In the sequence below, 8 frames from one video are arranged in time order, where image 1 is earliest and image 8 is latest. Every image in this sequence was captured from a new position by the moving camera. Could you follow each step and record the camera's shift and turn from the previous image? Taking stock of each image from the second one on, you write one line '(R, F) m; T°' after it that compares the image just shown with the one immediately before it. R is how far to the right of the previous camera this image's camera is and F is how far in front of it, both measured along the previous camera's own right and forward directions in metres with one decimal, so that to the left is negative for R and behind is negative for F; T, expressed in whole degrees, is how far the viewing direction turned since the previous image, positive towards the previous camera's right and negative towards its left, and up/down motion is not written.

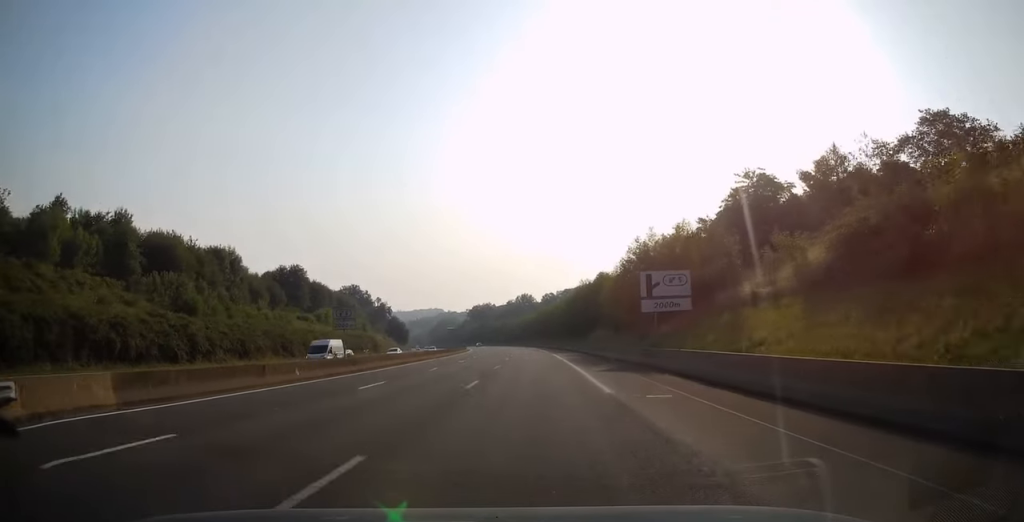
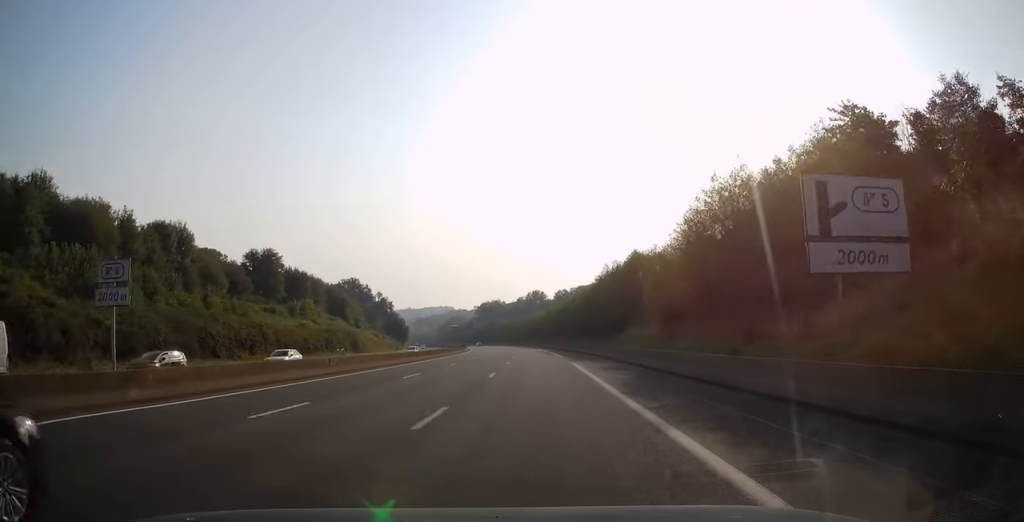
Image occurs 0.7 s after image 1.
(-0.2, +21.1) m; -1°
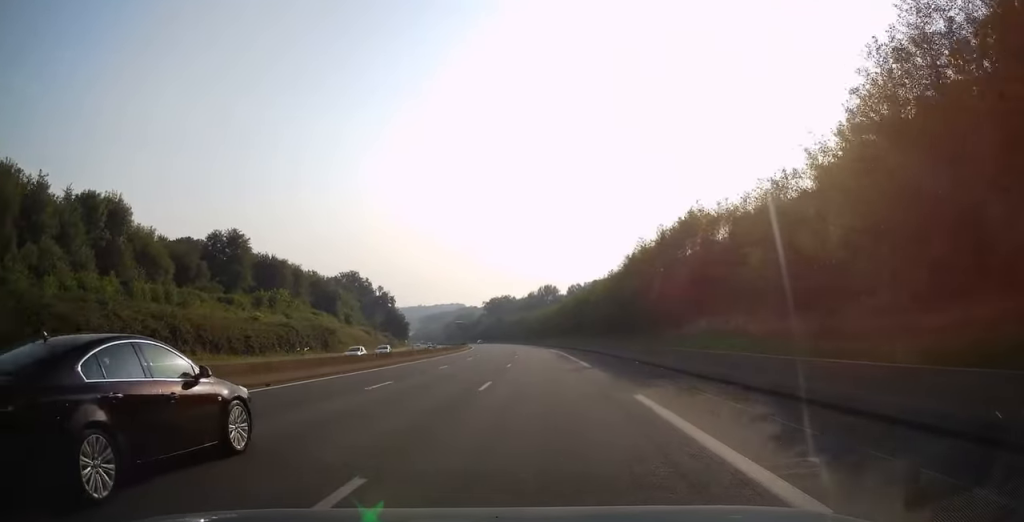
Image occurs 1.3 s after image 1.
(-0.1, +19.7) m; -1°
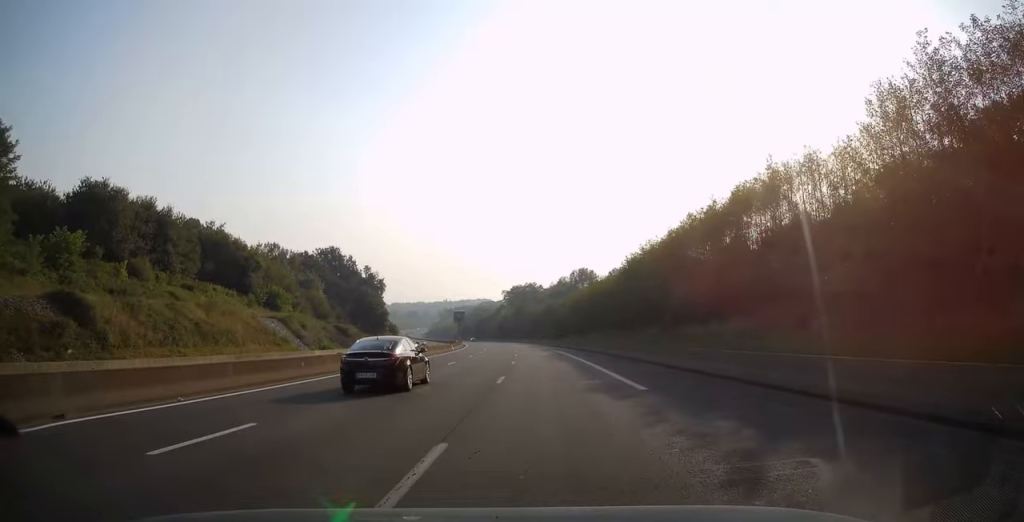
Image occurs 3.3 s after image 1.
(-1.0, +63.8) m; -2°
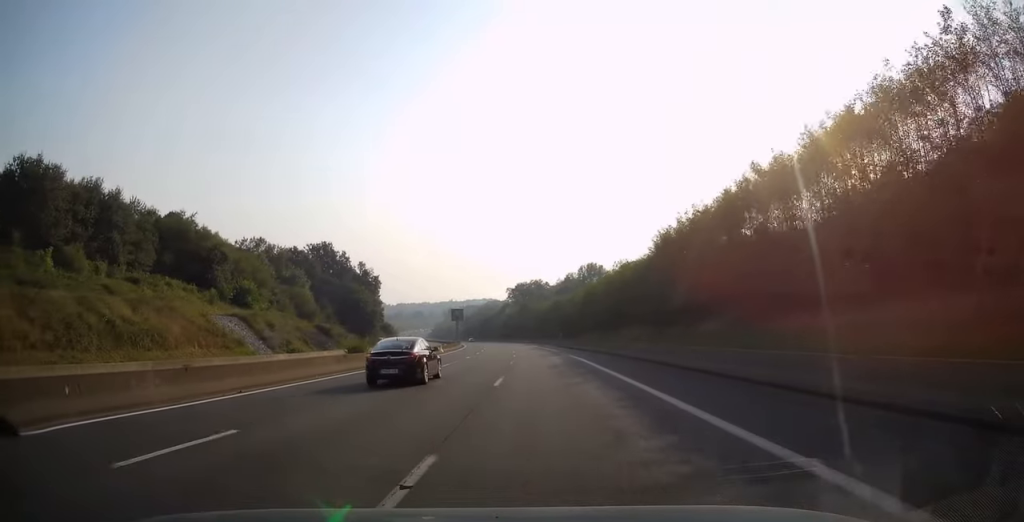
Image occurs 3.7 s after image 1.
(-0.2, +13.9) m; -1°
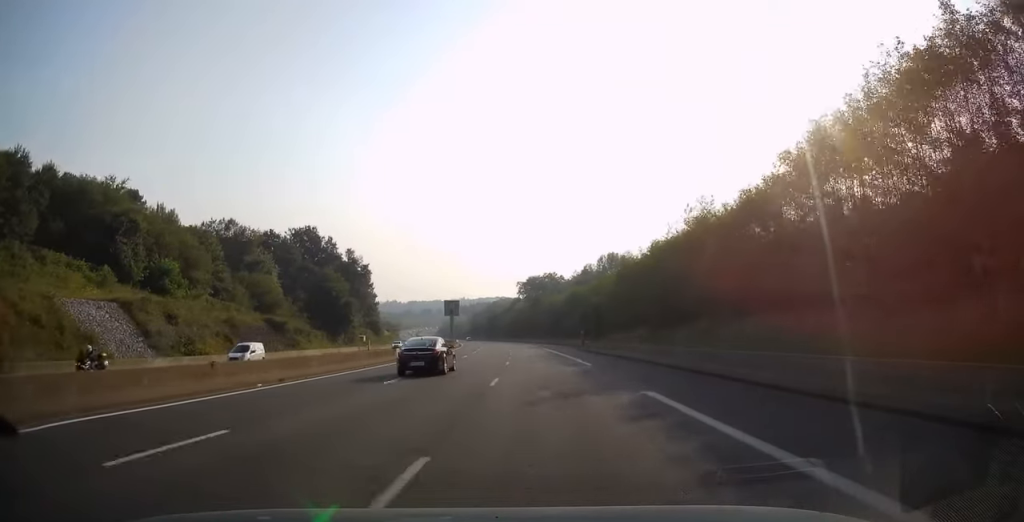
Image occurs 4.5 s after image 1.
(-0.3, +26.3) m; -1°
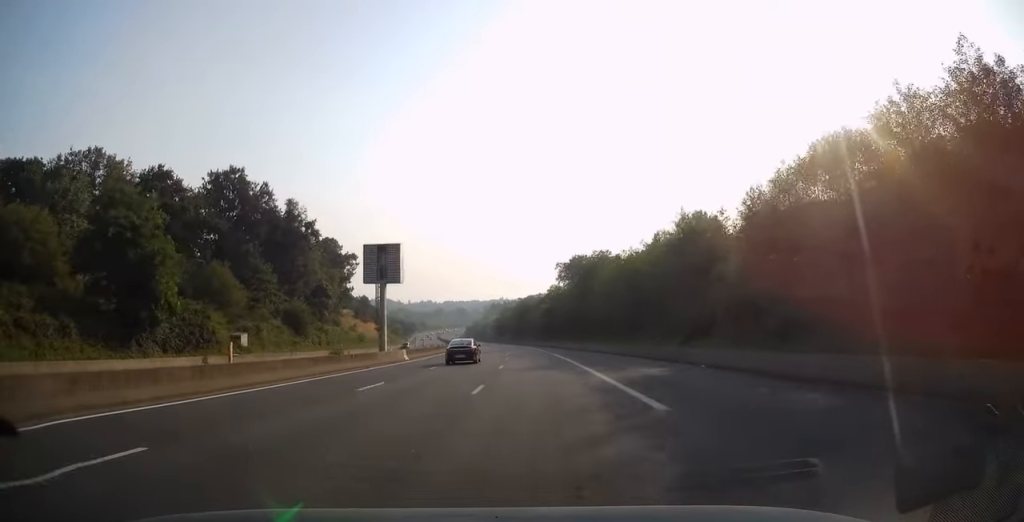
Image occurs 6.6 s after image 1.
(-2.3, +67.3) m; -4°
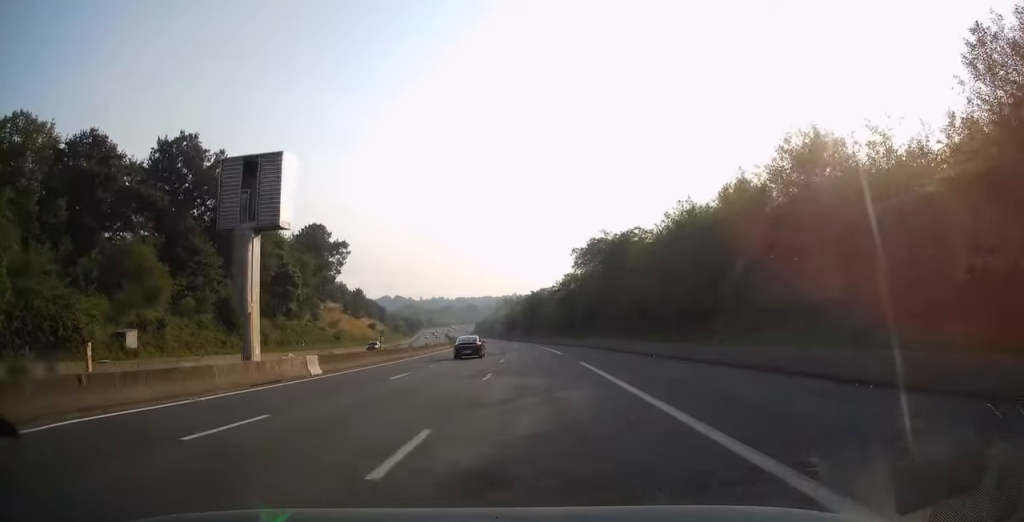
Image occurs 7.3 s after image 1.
(-0.2, +21.9) m; -1°
